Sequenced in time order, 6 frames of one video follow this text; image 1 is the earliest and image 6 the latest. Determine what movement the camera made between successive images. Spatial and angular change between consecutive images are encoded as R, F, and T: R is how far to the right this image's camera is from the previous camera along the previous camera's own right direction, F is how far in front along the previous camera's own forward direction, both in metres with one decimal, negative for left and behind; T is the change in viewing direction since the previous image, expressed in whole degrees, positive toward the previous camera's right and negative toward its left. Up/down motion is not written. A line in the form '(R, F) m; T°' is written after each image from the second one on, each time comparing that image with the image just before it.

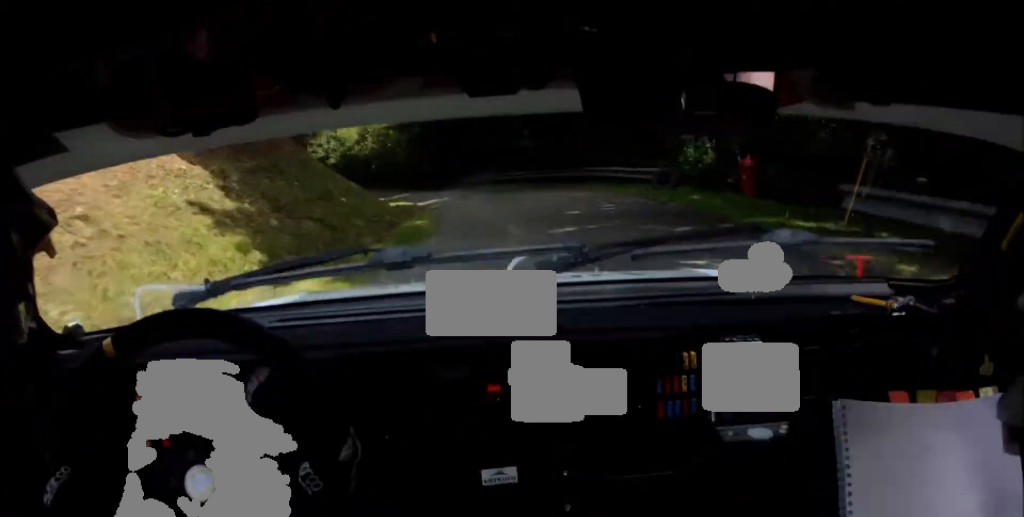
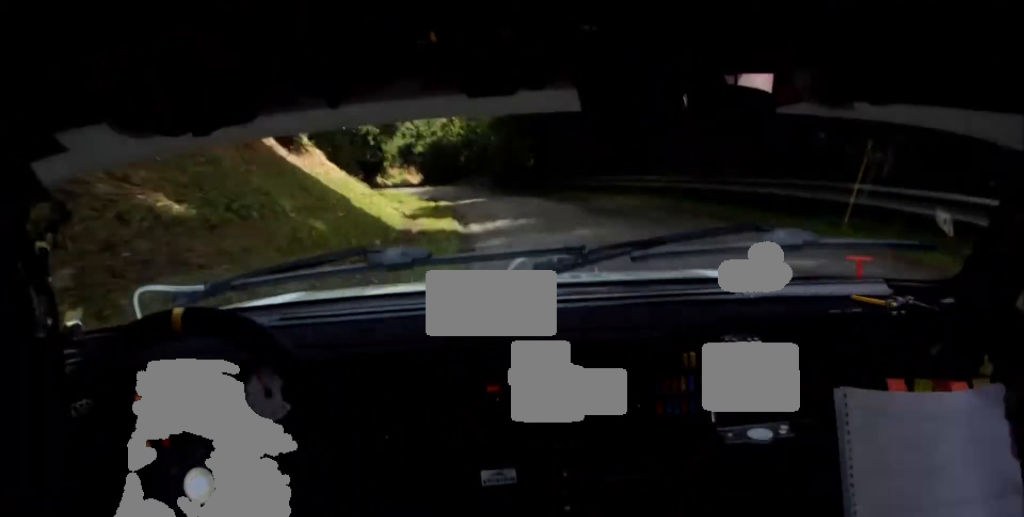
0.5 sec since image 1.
(-0.8, +16.6) m; -5°
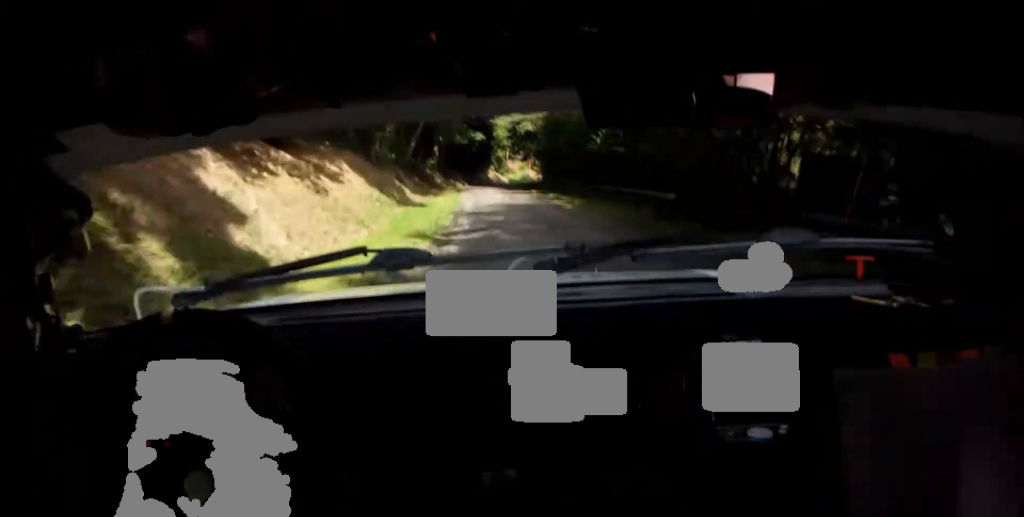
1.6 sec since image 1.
(-3.2, +36.3) m; -8°
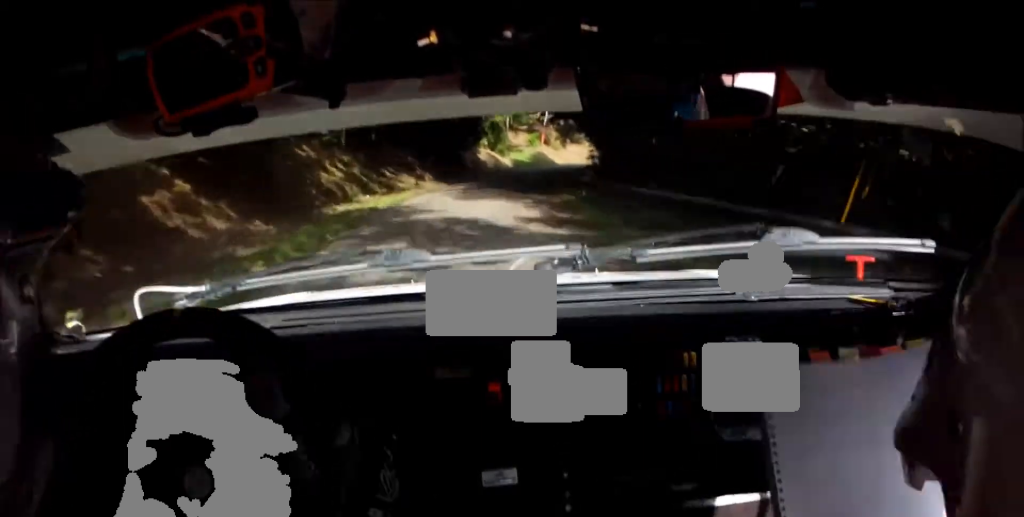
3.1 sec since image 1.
(-1.9, +53.1) m; 0°
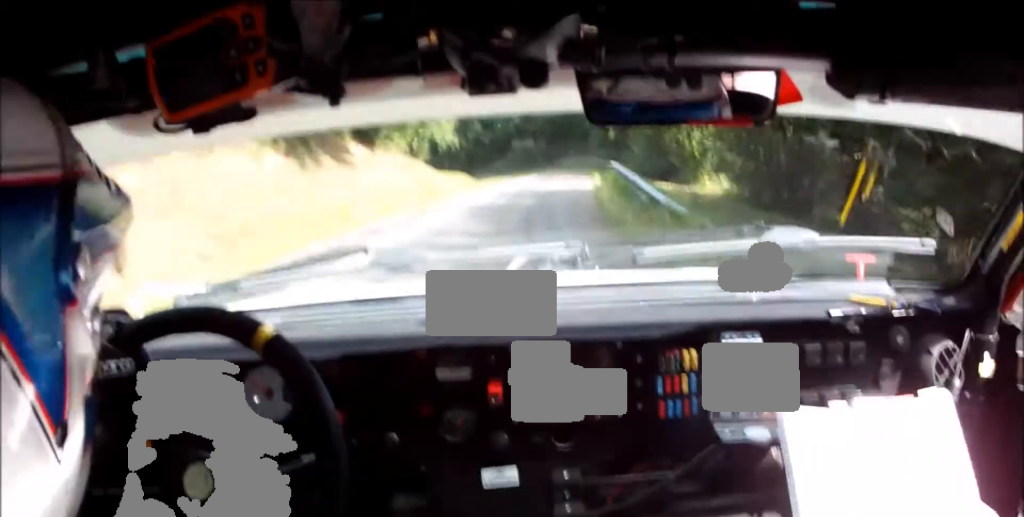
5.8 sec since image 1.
(+11.7, +84.8) m; +19°
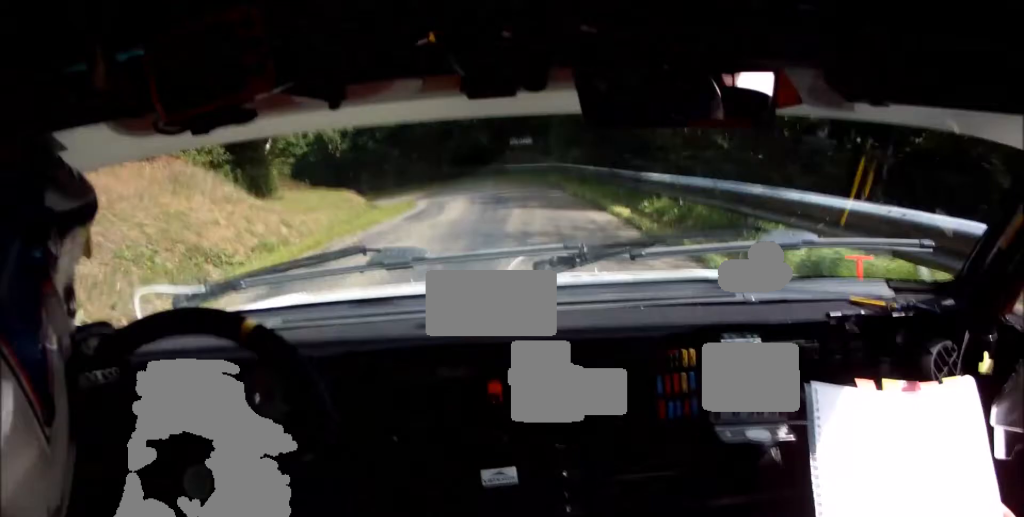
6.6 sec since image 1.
(+1.1, +19.7) m; +2°
